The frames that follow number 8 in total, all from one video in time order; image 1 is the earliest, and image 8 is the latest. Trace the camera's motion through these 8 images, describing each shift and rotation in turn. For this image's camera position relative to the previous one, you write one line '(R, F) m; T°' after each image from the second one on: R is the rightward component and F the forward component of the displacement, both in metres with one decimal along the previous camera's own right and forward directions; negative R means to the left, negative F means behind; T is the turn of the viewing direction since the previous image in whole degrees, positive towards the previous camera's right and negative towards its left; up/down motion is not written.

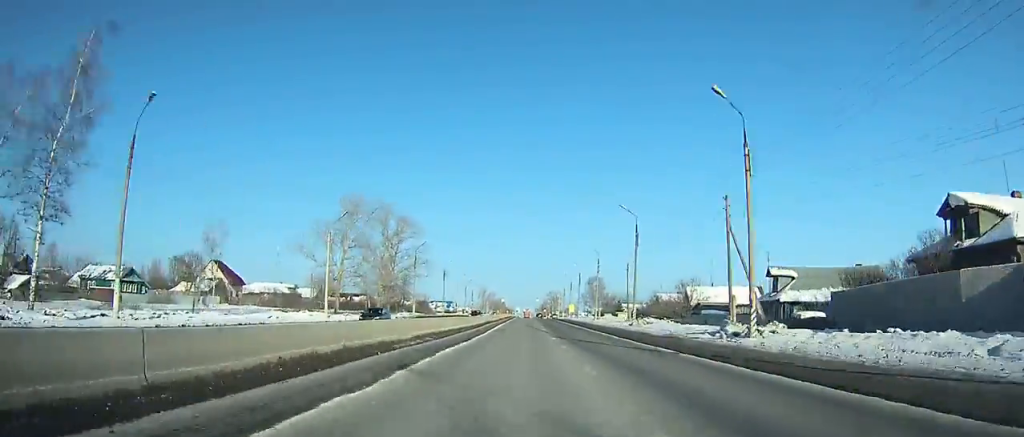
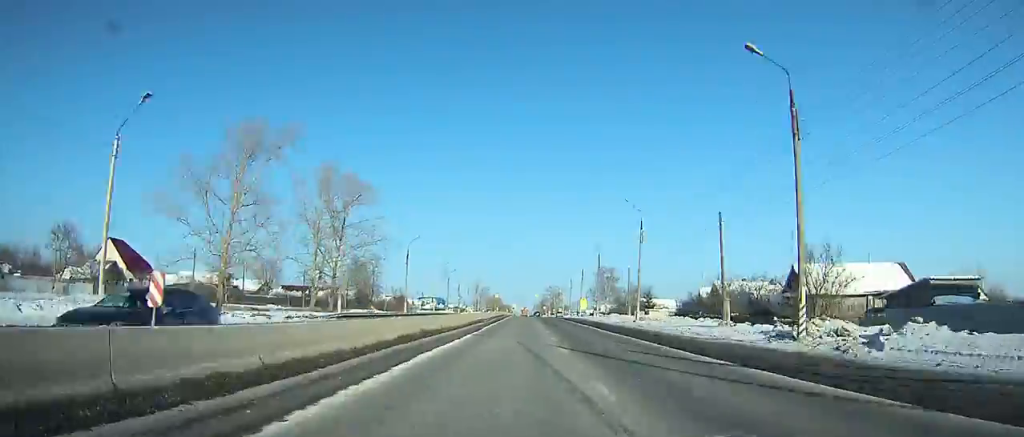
(0.0, +35.7) m; 0°
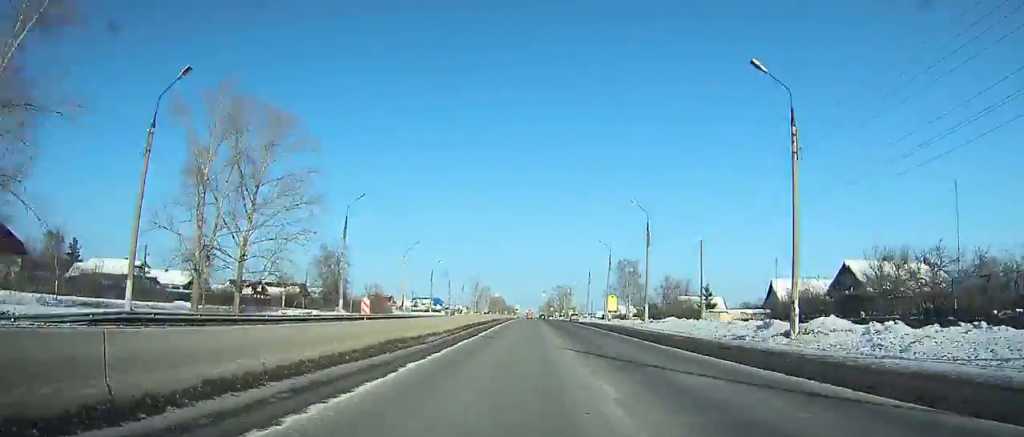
(-0.1, +32.0) m; 0°
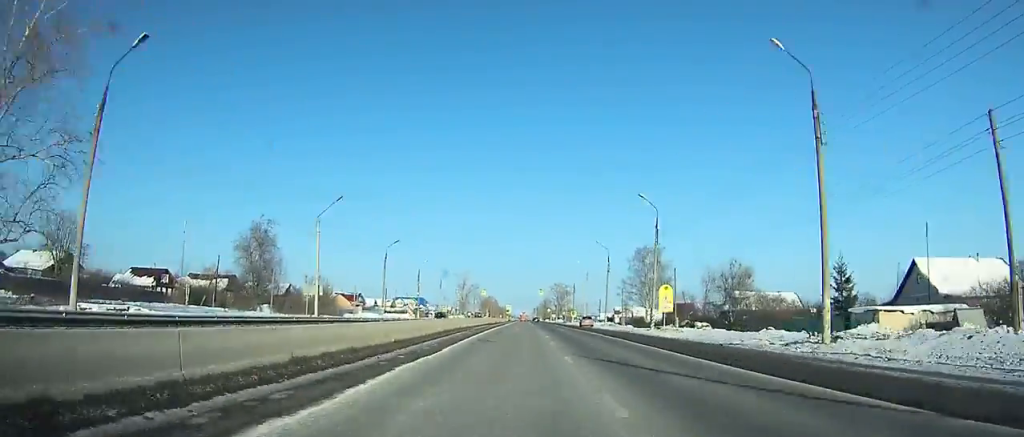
(+0.2, +33.8) m; 0°
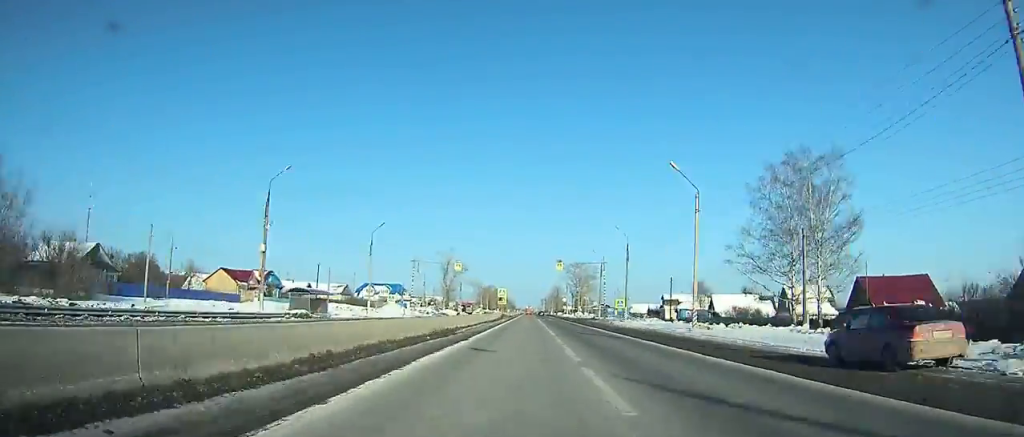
(-0.2, +67.8) m; 0°
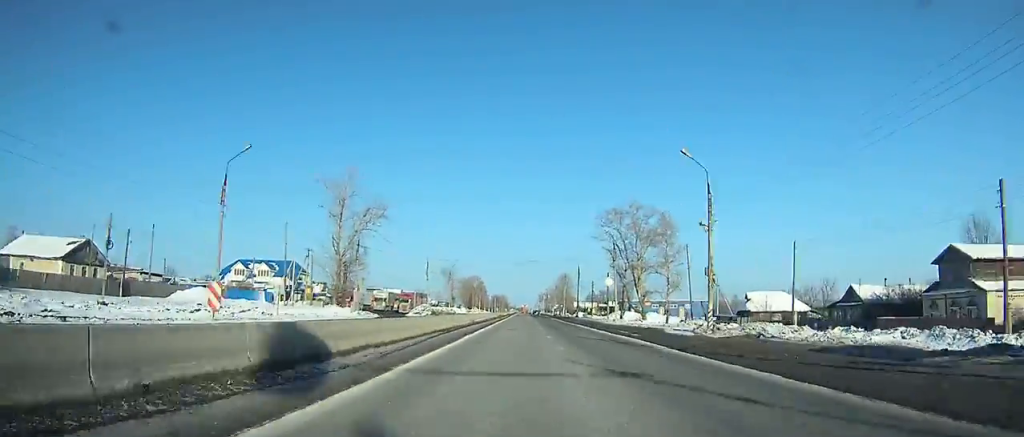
(+0.3, +102.1) m; 0°
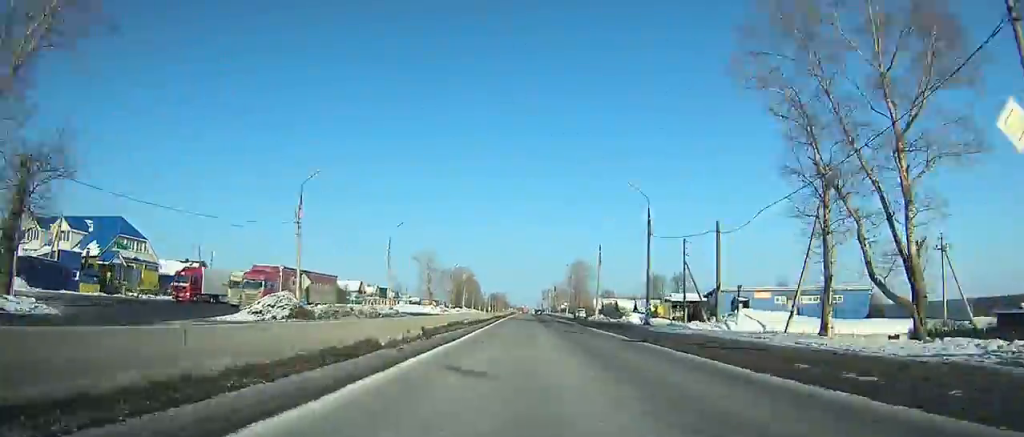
(-0.4, +60.1) m; 0°
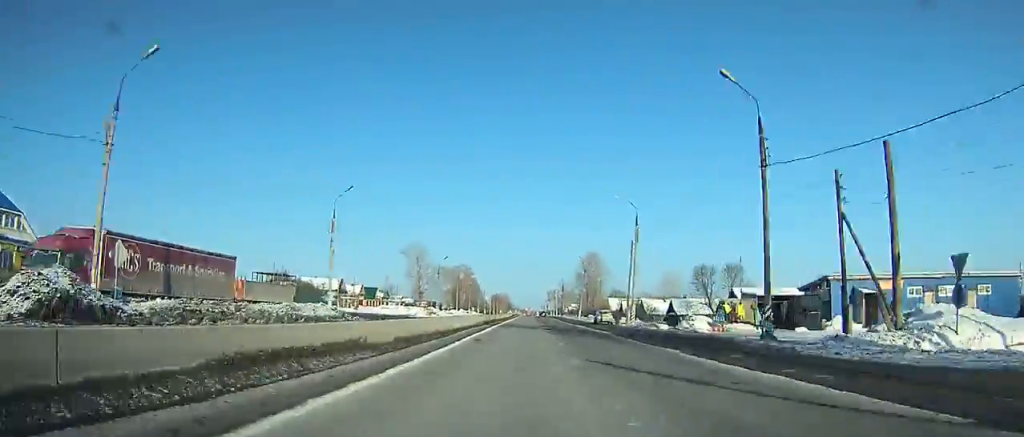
(+0.1, +22.7) m; 0°
